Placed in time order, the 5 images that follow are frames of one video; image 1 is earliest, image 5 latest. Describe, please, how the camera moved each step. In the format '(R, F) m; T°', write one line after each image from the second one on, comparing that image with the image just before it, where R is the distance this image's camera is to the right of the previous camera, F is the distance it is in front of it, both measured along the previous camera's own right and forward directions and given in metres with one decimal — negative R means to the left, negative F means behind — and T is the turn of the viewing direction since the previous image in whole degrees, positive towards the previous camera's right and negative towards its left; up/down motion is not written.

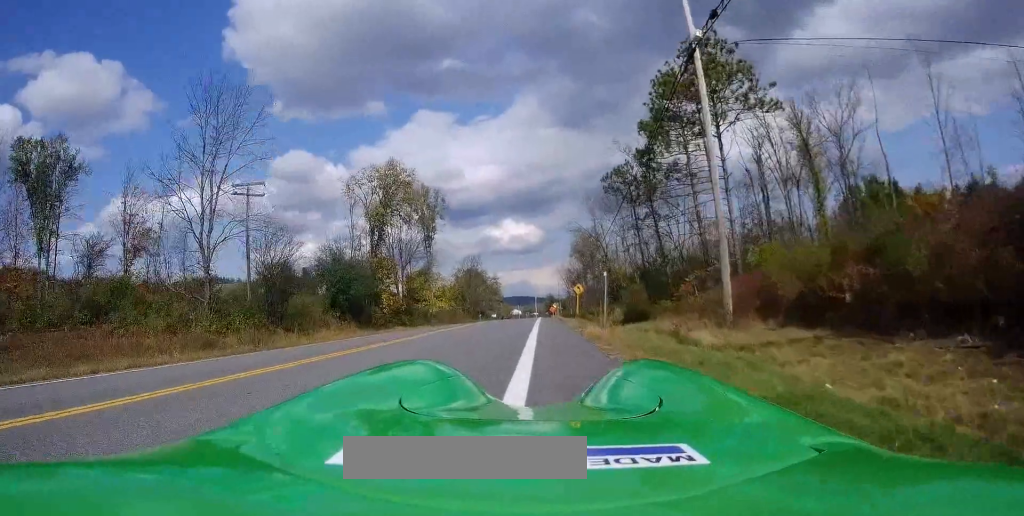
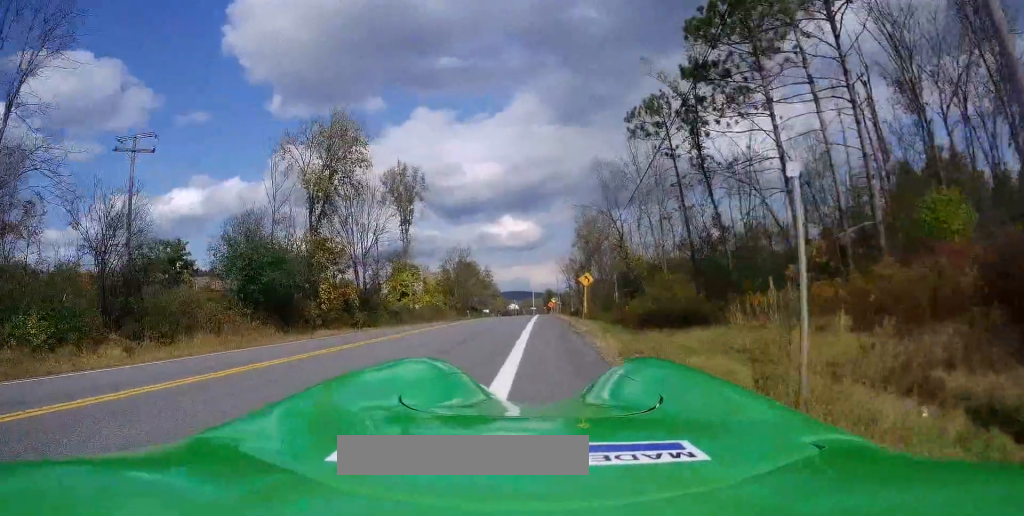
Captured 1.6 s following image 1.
(-0.1, +12.5) m; +1°
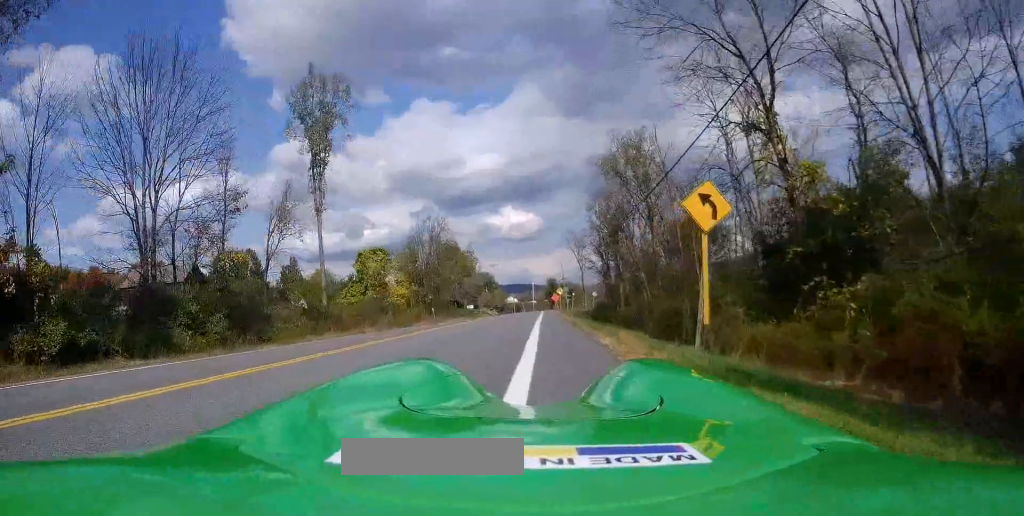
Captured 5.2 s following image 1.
(+0.6, +28.9) m; -1°
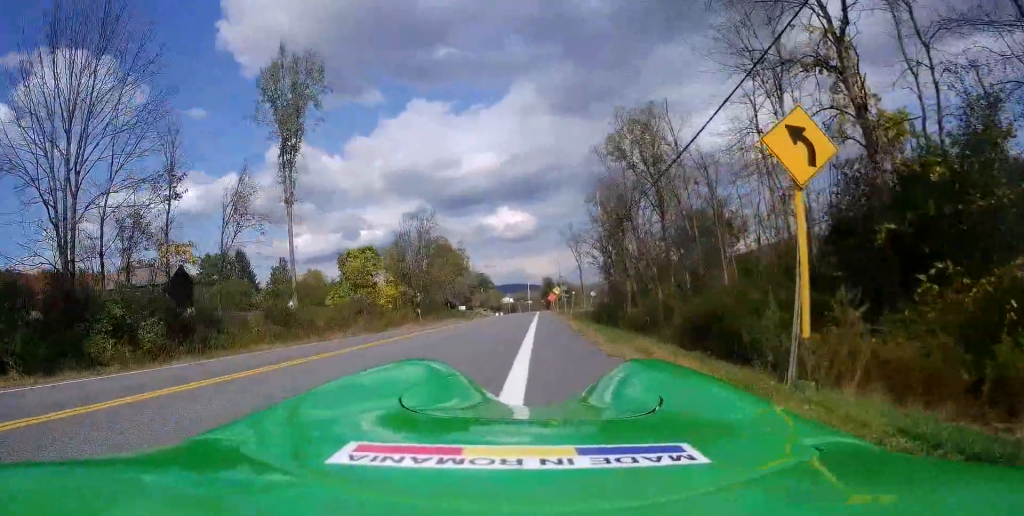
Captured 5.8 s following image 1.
(-0.1, +4.7) m; -1°
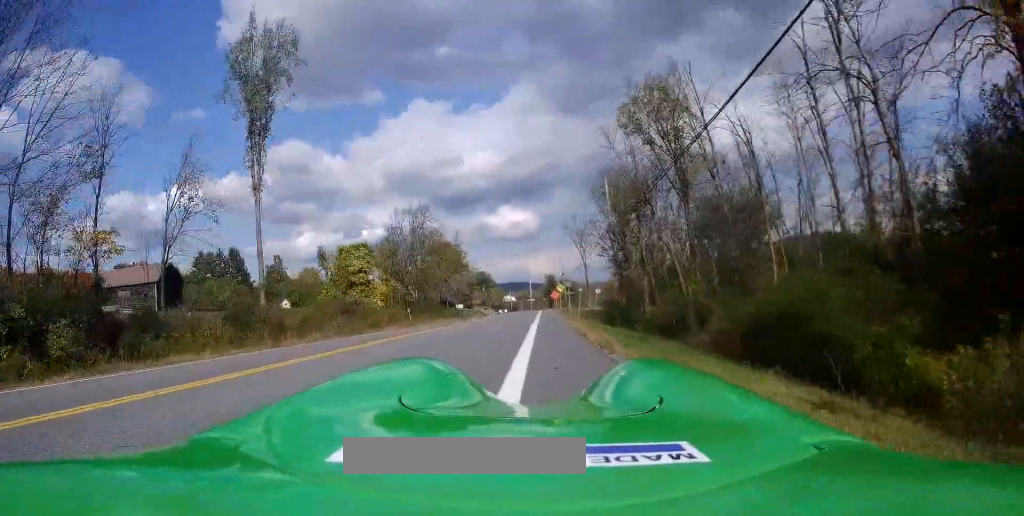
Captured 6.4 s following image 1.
(-0.1, +4.8) m; 0°
